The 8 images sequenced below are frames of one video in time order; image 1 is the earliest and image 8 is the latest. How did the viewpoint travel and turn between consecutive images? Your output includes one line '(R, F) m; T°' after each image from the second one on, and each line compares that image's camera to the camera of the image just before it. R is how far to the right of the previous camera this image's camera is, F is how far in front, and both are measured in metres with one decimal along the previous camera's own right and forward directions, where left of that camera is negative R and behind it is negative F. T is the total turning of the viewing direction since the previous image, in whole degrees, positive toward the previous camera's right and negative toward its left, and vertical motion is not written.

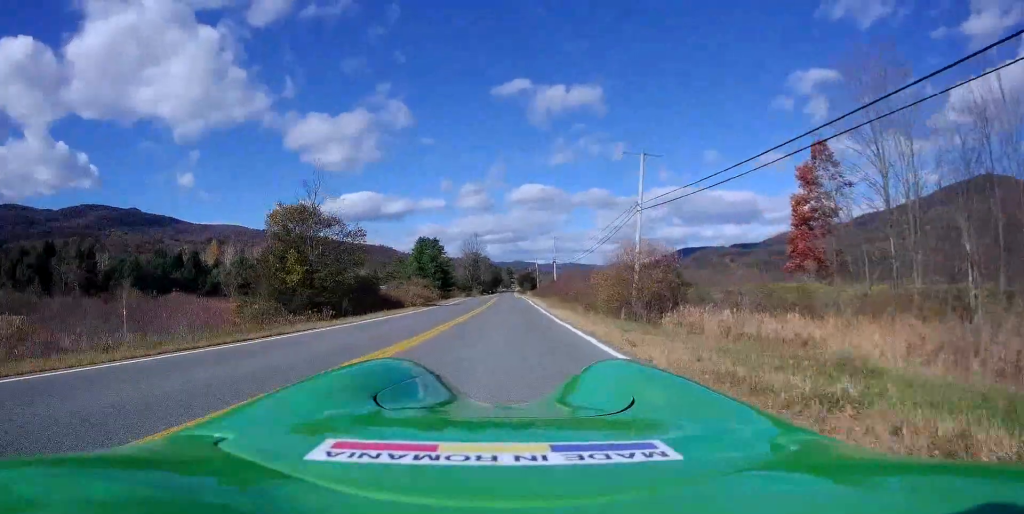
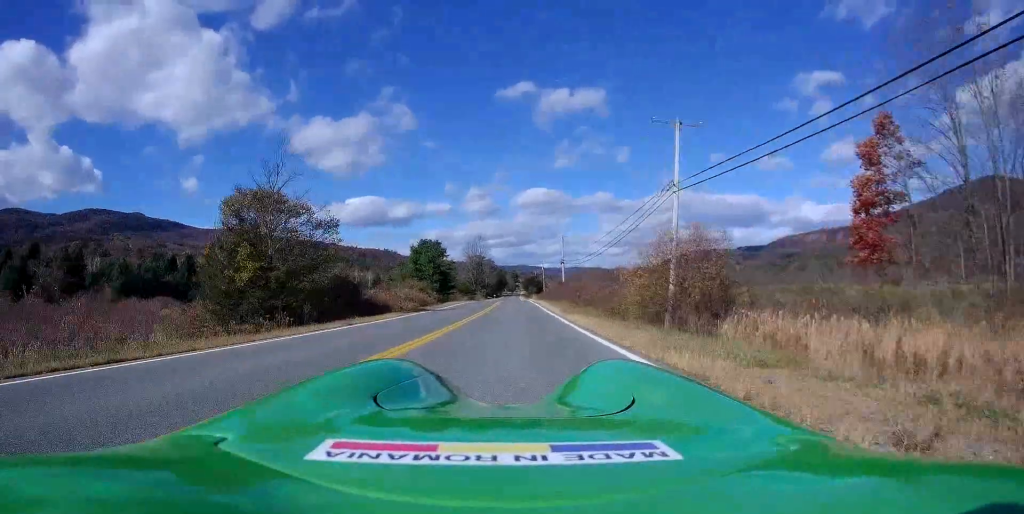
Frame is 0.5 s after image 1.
(-0.1, +6.6) m; +1°
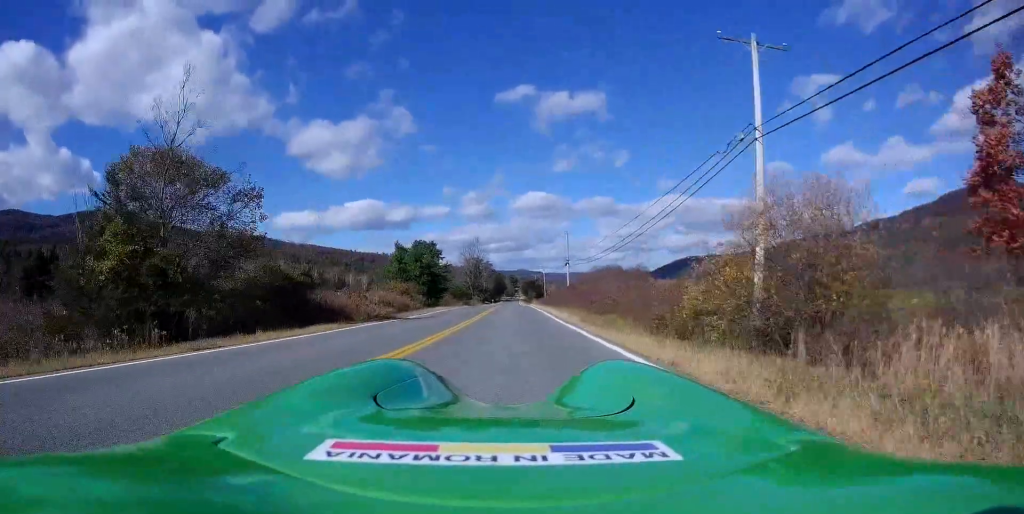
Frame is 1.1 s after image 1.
(+0.4, +9.7) m; 0°
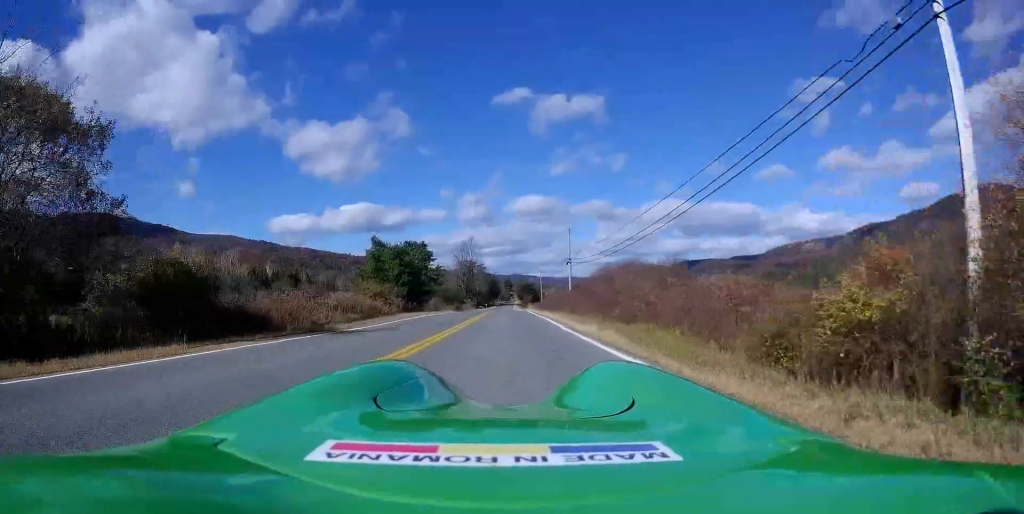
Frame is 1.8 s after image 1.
(-0.1, +9.0) m; 0°
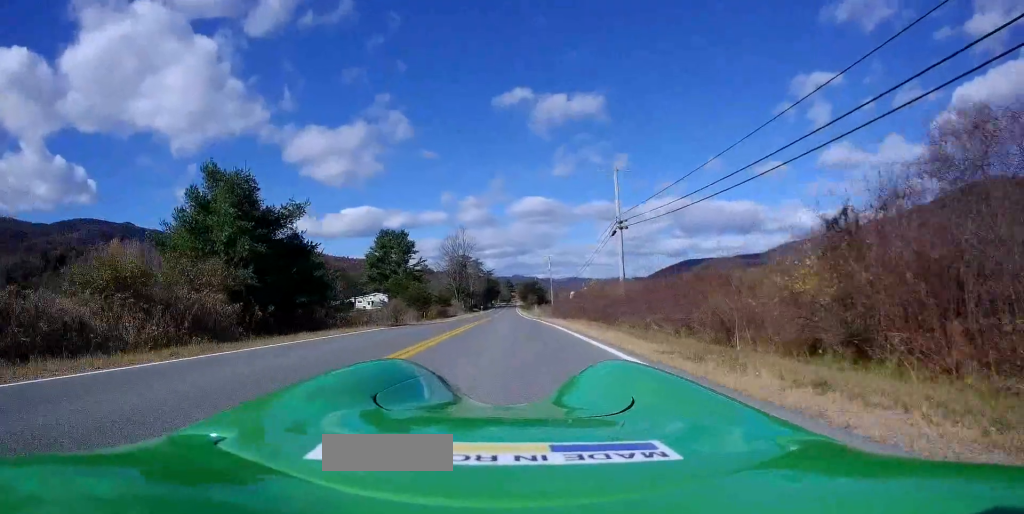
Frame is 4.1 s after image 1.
(-0.4, +33.5) m; 0°
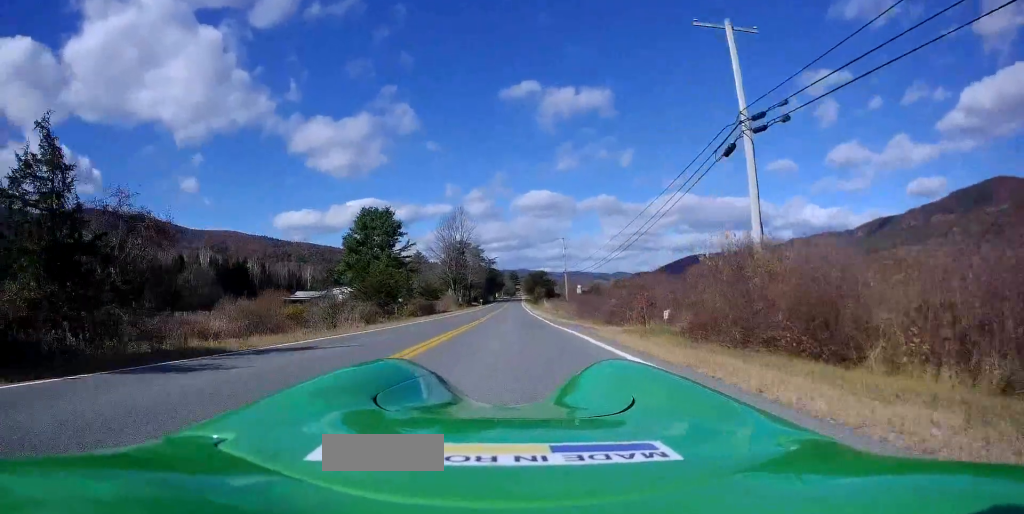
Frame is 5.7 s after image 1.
(+0.6, +22.4) m; +1°
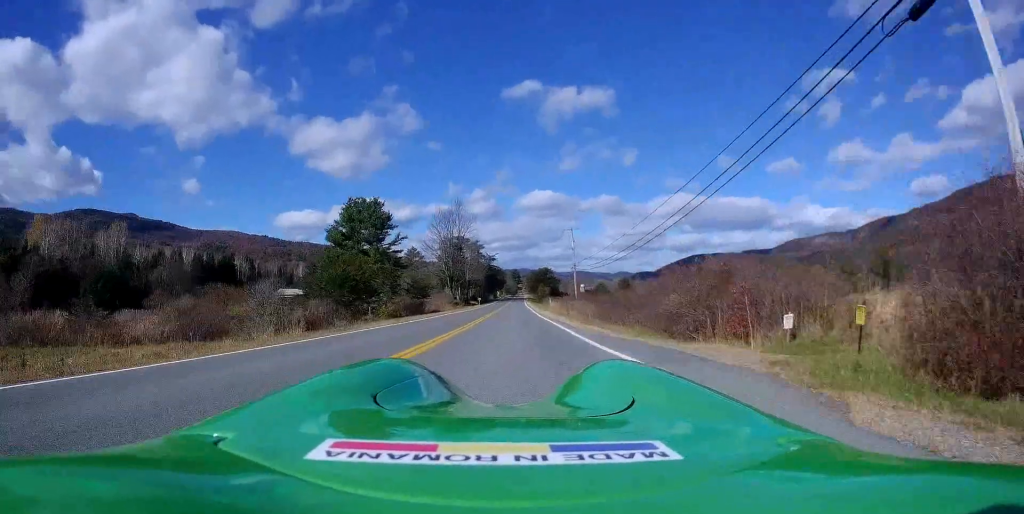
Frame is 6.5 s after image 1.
(-0.3, +11.2) m; -2°
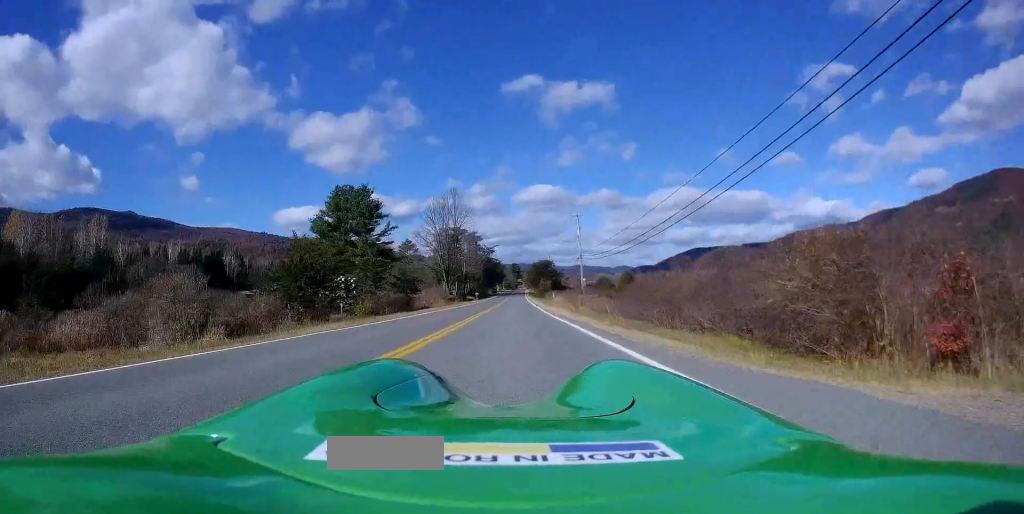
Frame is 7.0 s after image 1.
(-0.1, +8.1) m; 0°
